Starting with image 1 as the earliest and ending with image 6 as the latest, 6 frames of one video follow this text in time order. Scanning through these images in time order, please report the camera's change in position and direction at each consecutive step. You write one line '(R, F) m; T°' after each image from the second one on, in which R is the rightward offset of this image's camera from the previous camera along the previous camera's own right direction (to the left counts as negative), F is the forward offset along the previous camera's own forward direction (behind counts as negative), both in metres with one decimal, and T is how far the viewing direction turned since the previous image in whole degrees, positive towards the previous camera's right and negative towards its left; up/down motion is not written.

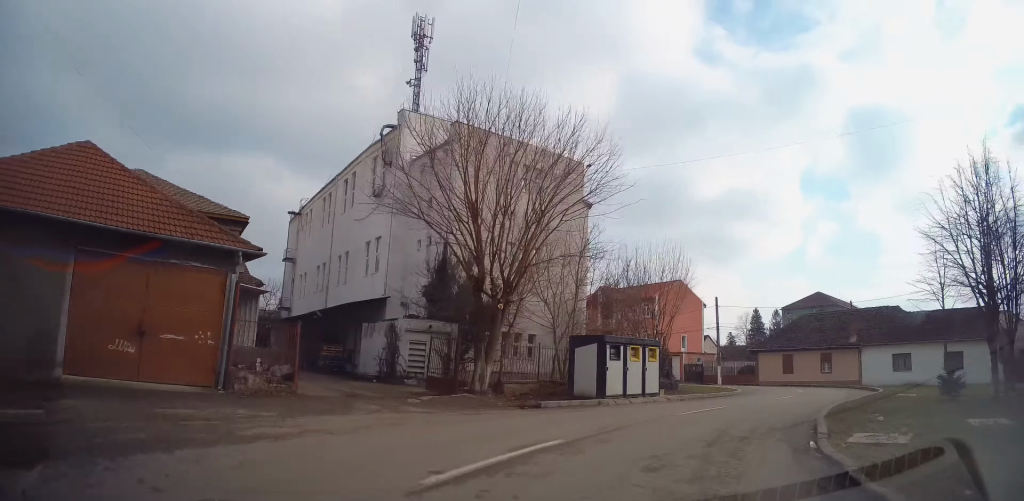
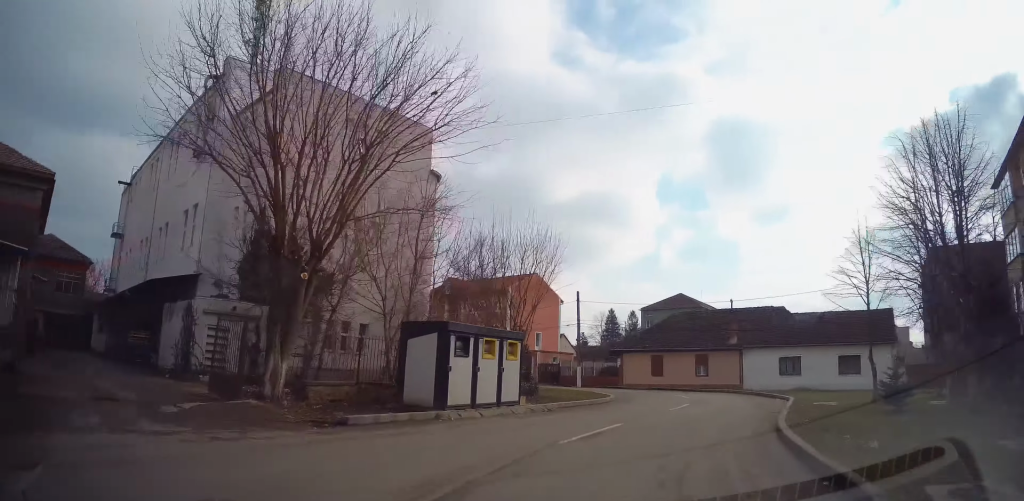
(+0.9, +5.3) m; +16°
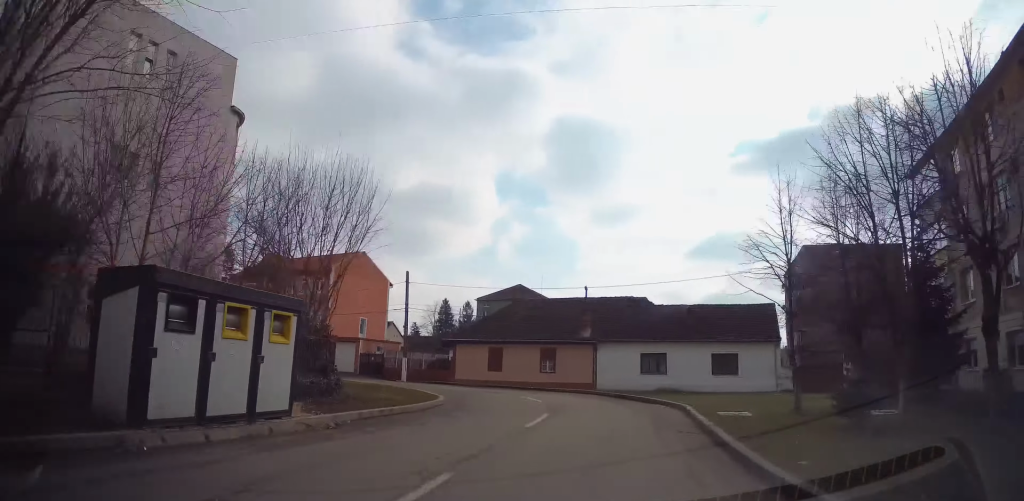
(+0.7, +5.8) m; +13°
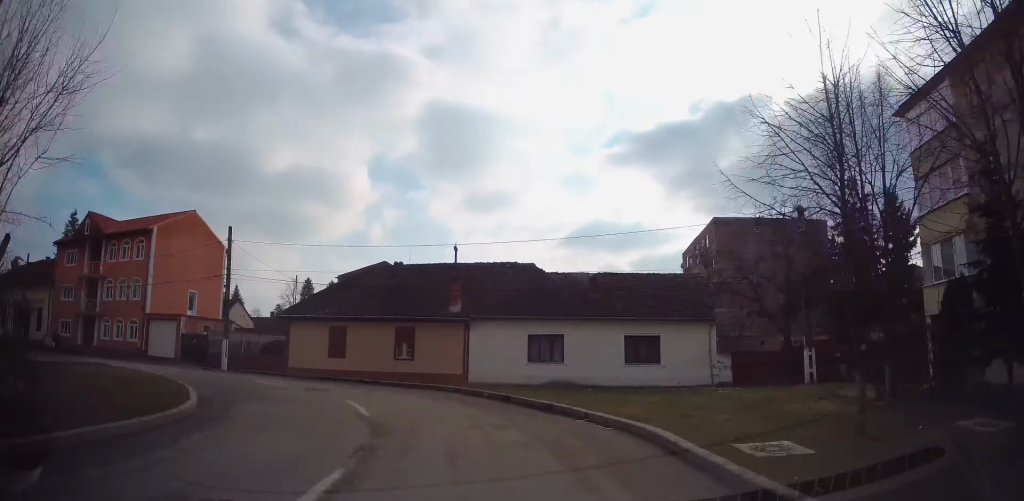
(+1.1, +8.3) m; +10°
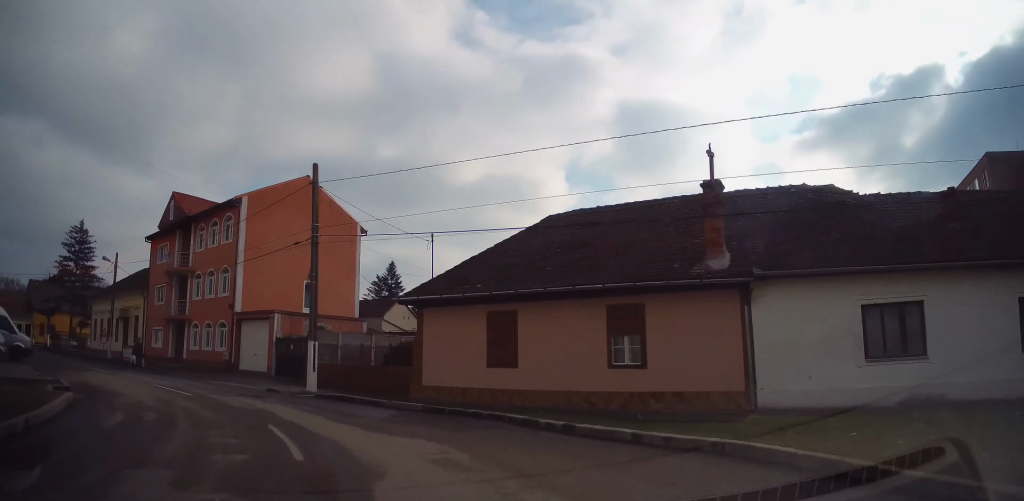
(-1.2, +12.8) m; -23°
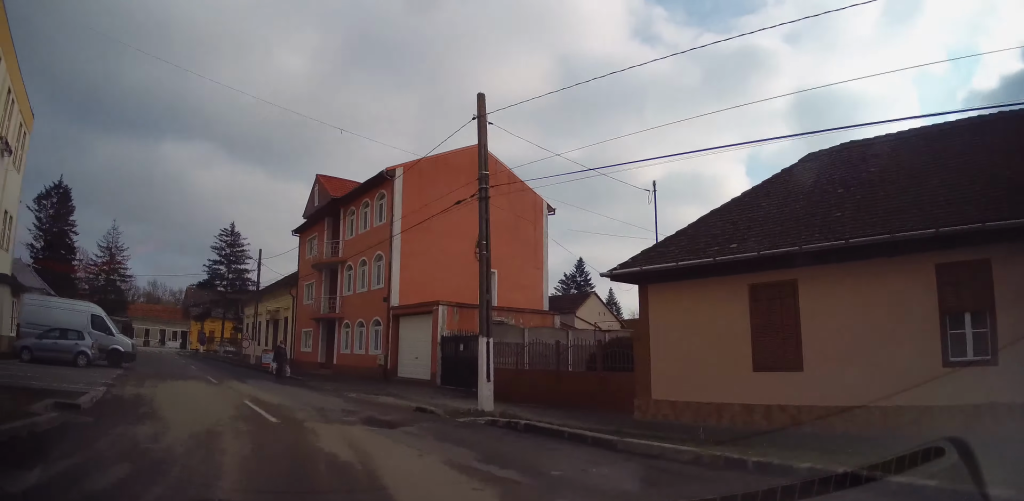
(-1.1, +5.8) m; -19°
